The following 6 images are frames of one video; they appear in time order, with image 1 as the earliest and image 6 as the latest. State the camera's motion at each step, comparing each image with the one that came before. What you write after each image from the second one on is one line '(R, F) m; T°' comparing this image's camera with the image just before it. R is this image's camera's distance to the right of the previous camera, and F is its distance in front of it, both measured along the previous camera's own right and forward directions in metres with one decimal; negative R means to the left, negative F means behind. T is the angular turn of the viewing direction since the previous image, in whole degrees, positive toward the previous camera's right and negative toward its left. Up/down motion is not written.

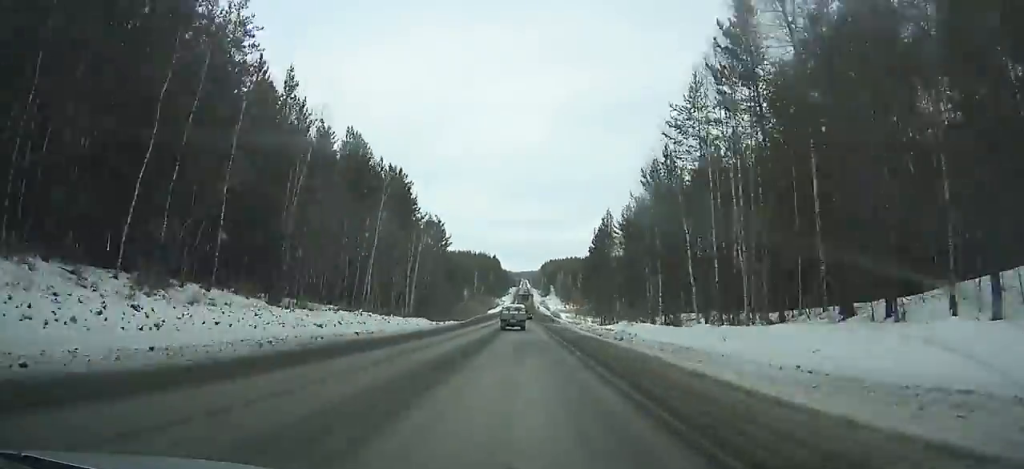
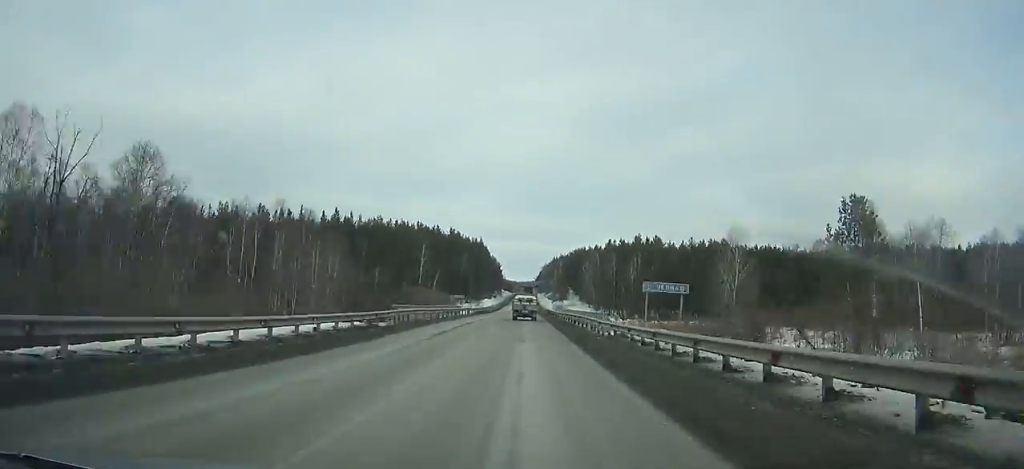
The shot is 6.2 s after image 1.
(+0.7, +157.3) m; 0°
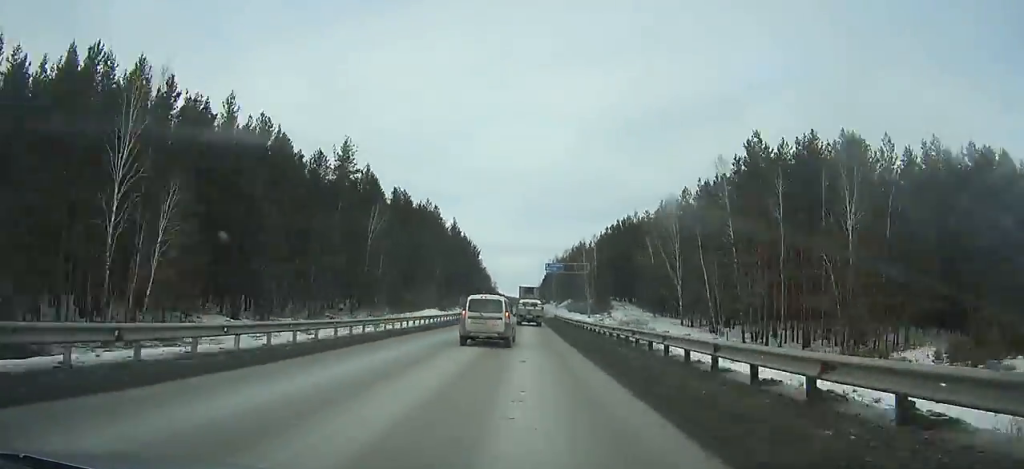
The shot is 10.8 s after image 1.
(0.0, +112.7) m; 0°
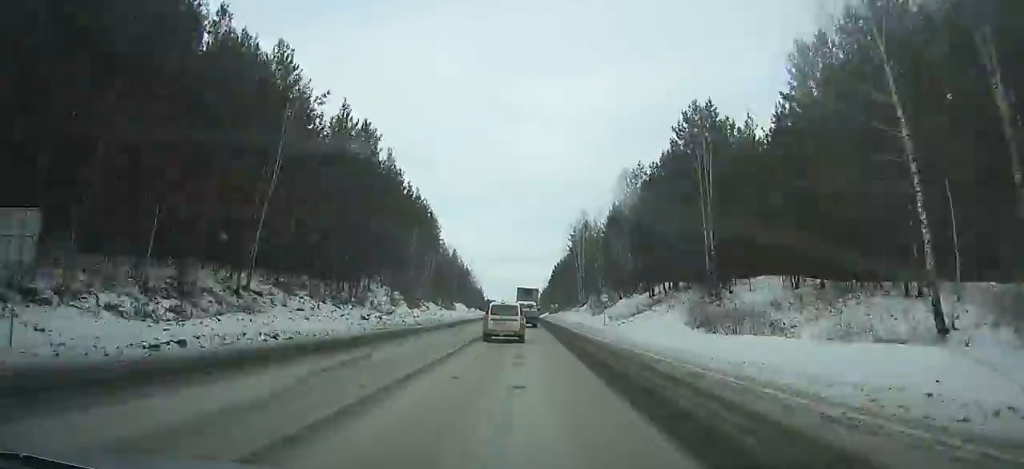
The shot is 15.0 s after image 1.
(-0.1, +97.4) m; 0°
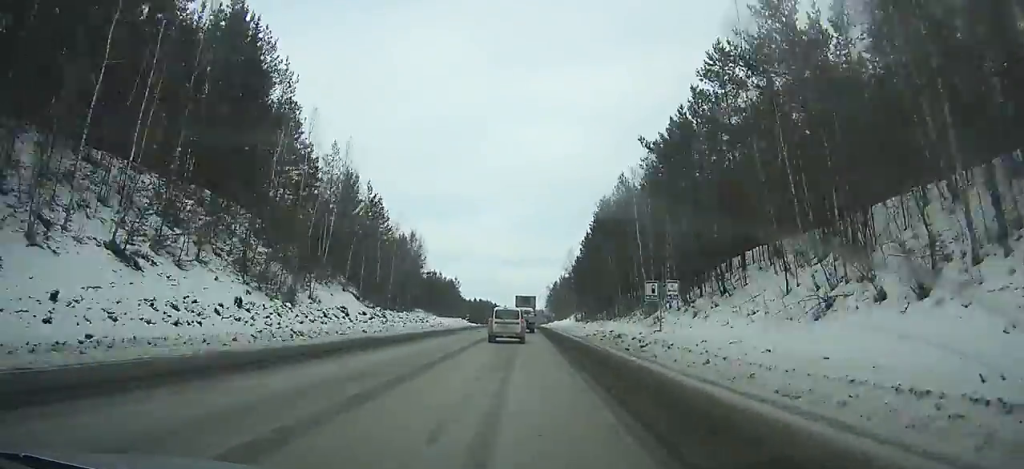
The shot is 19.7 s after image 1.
(-0.3, +103.1) m; 0°
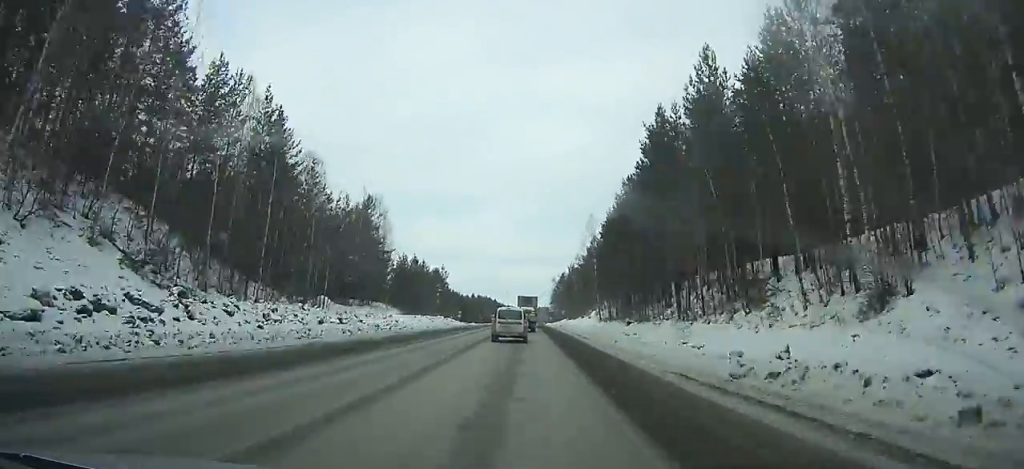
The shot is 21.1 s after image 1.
(-0.1, +30.1) m; 0°
